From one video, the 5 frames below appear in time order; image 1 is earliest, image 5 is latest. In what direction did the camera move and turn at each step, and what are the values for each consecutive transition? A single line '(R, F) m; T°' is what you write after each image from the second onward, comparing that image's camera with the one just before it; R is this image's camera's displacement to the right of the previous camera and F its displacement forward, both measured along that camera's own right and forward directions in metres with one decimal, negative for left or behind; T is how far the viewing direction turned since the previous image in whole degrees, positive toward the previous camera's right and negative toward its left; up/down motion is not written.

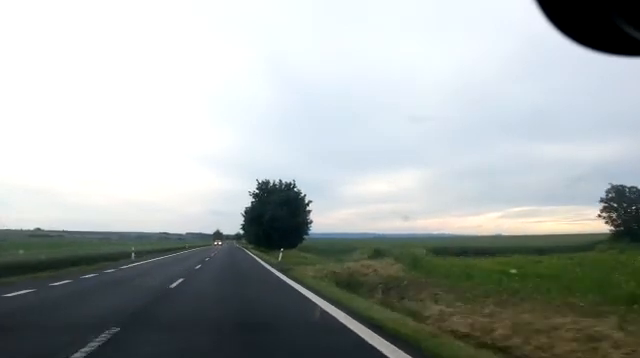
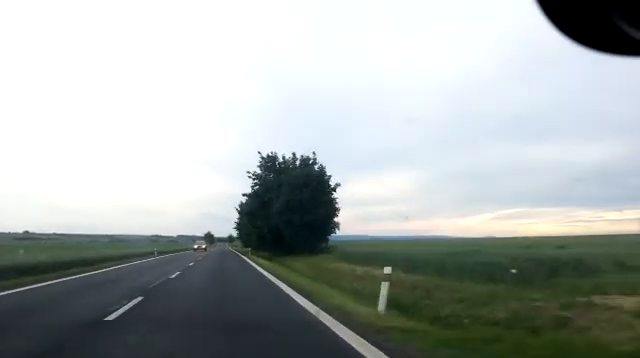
(-0.2, +22.9) m; 0°
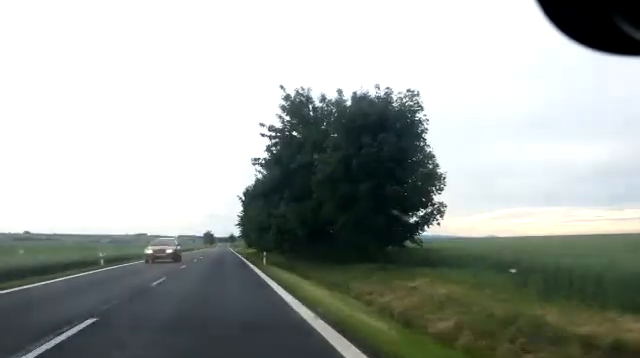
(+0.2, +20.4) m; +1°
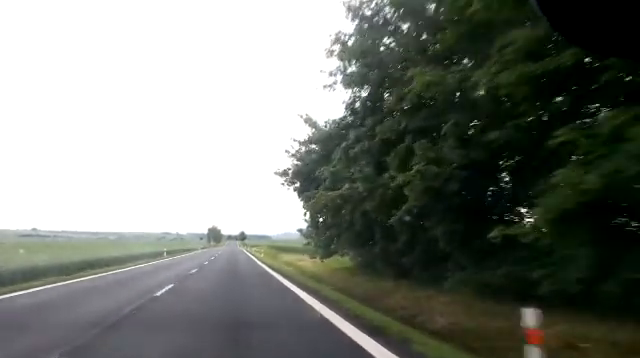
(0.0, +64.5) m; 0°
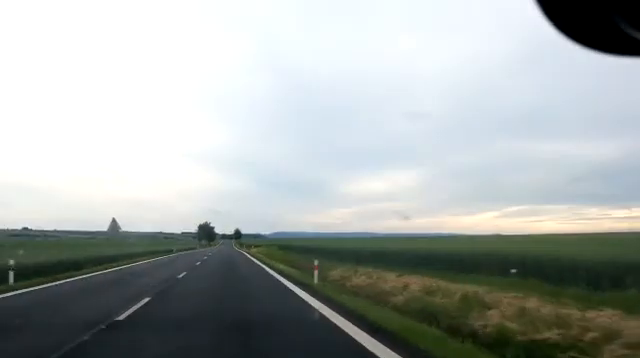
(+0.1, +29.9) m; 0°
